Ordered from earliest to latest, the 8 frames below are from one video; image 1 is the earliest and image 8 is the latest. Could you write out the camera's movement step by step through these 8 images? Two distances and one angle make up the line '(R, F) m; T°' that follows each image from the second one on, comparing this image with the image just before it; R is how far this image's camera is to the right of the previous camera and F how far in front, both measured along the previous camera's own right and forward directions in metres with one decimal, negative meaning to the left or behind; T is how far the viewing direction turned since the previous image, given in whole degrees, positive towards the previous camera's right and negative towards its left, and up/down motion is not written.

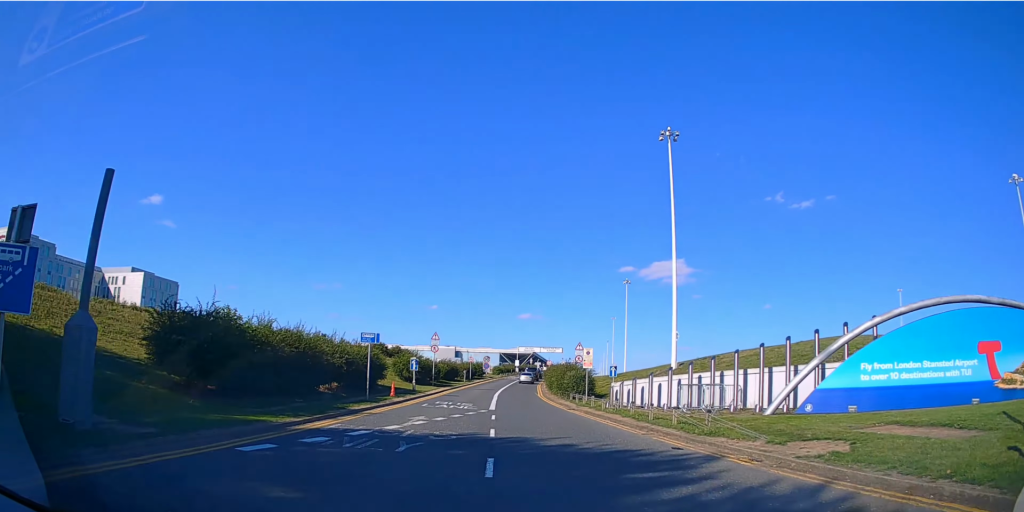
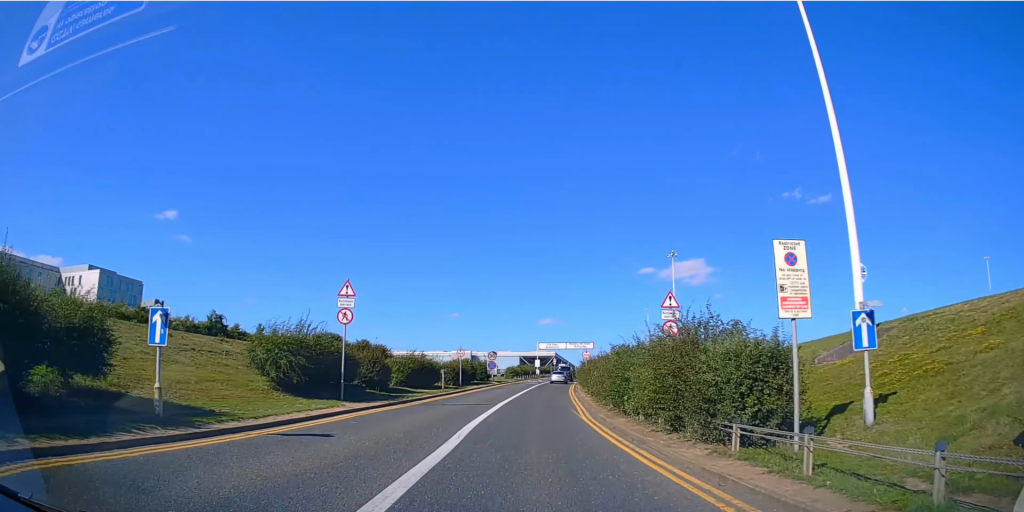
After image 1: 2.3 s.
(0.0, +27.2) m; -1°
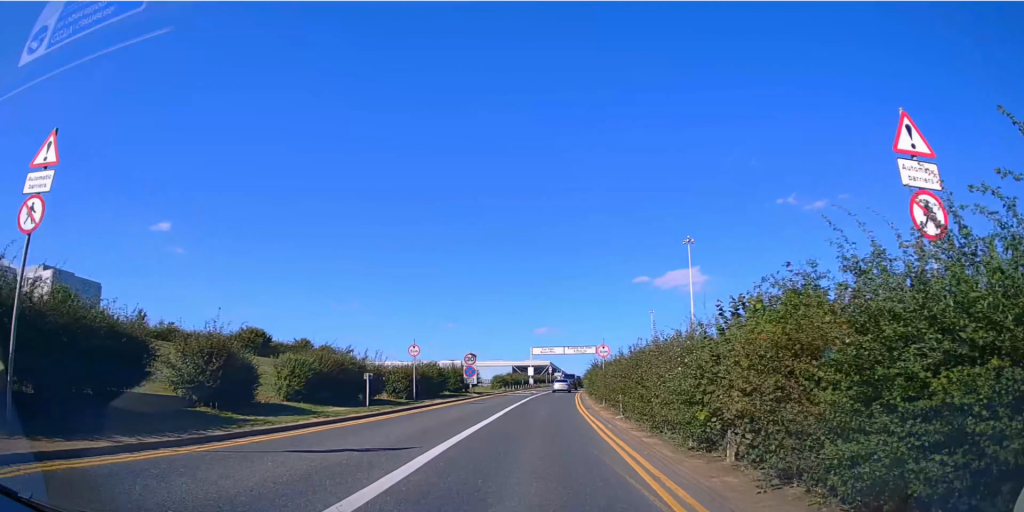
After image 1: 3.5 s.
(-0.4, +14.8) m; 0°
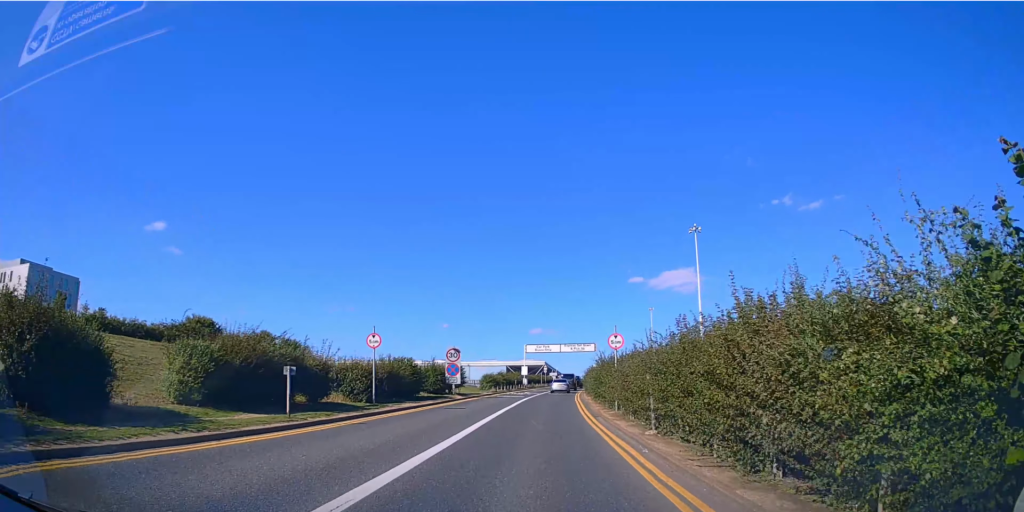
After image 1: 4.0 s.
(+0.3, +6.6) m; +1°
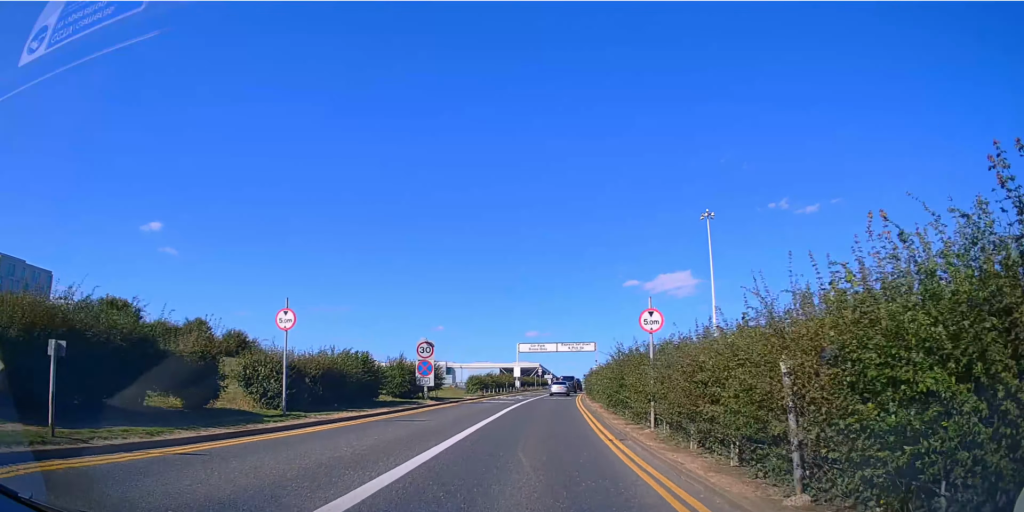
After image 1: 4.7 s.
(+0.2, +8.2) m; +1°
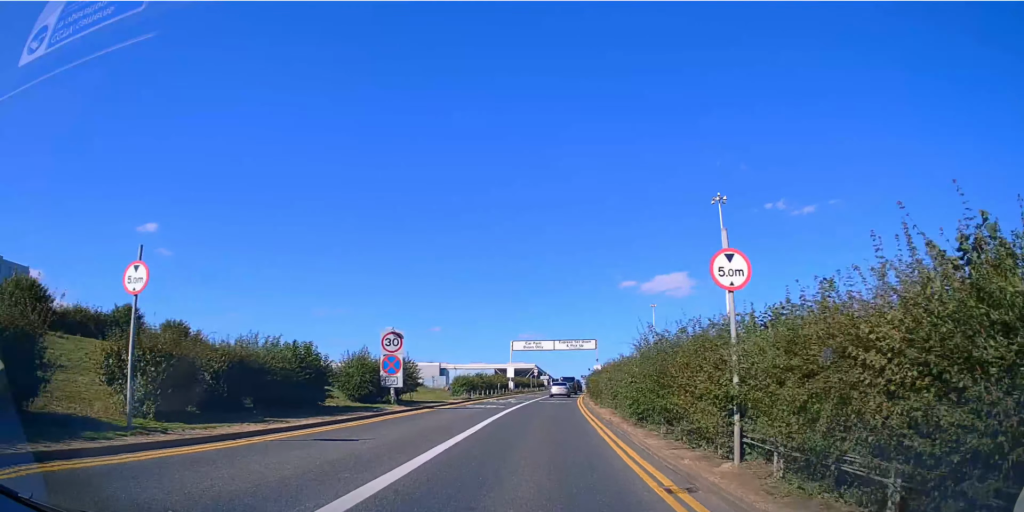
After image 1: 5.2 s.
(-0.2, +6.6) m; 0°
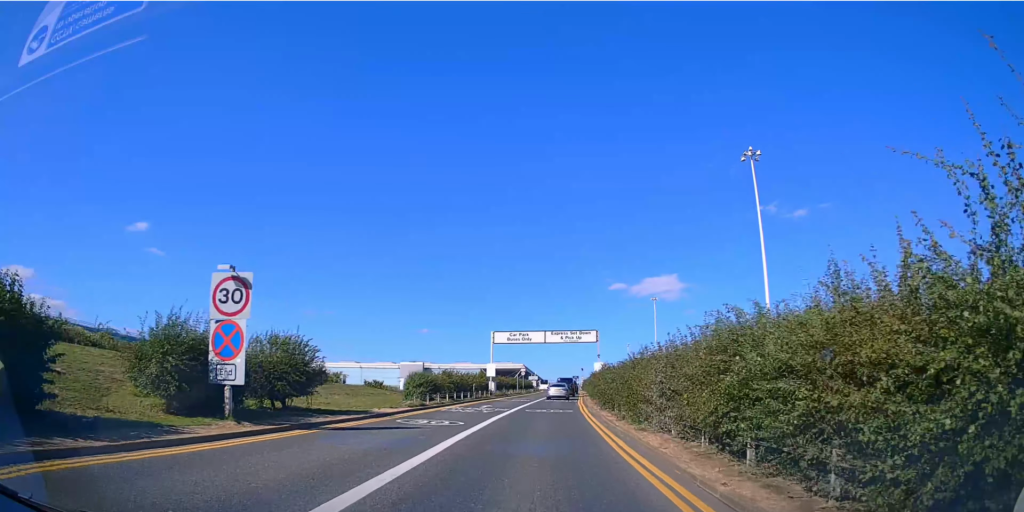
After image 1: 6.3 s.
(+0.3, +13.4) m; +1°
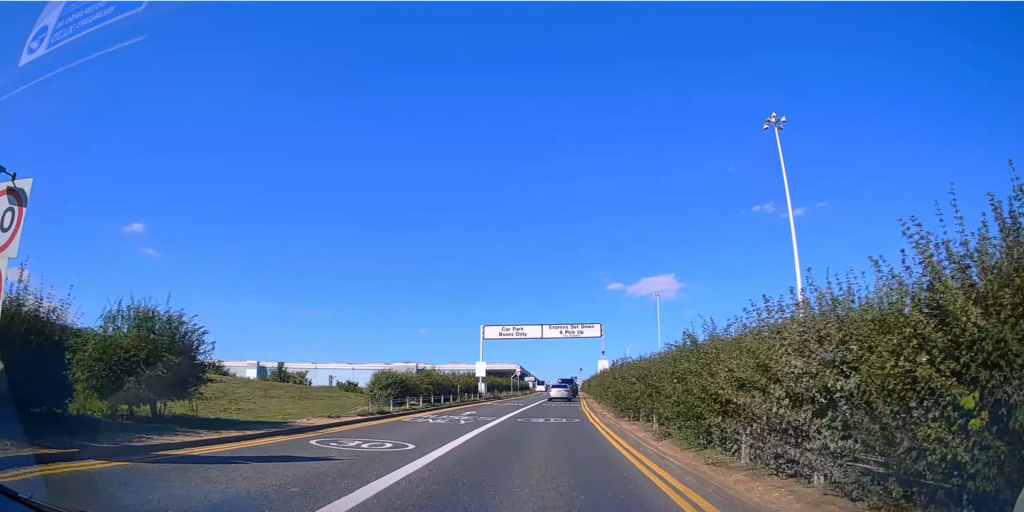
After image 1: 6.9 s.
(0.0, +6.8) m; 0°
